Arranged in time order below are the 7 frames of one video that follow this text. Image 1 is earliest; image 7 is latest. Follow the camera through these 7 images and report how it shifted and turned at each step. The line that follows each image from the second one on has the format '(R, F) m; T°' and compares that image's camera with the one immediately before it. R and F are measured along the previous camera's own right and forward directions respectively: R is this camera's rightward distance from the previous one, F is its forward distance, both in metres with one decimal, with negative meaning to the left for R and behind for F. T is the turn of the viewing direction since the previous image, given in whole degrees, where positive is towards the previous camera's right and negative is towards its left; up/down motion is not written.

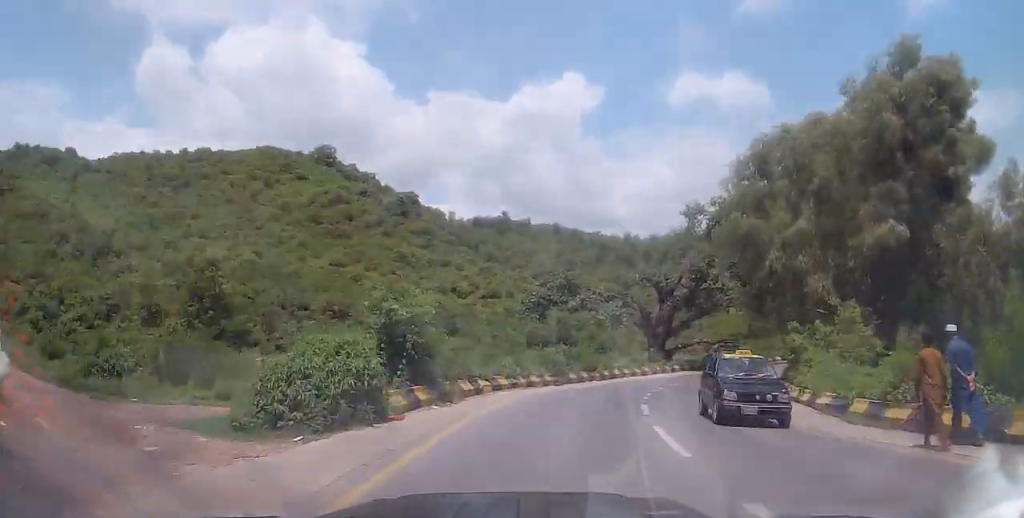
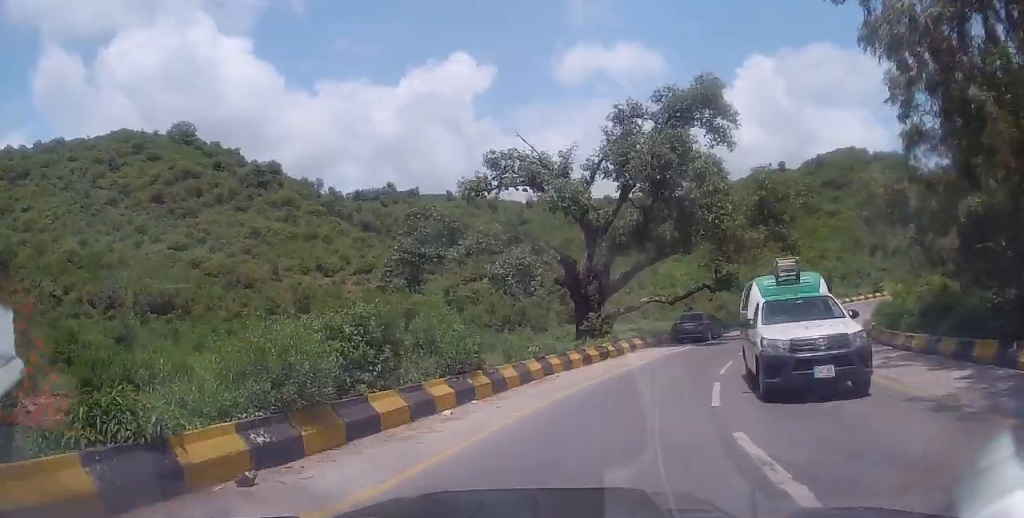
(+0.4, +22.3) m; +7°
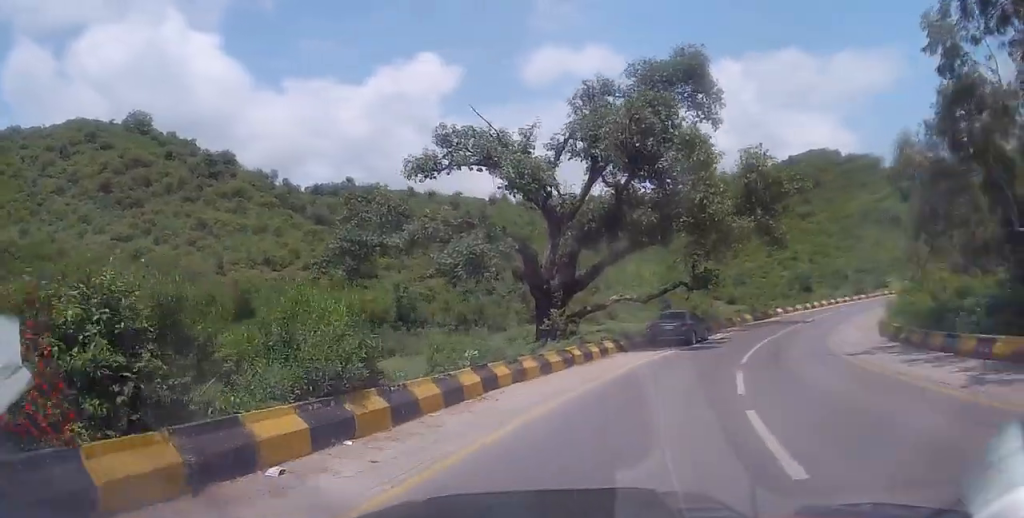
(+0.2, +5.3) m; +4°
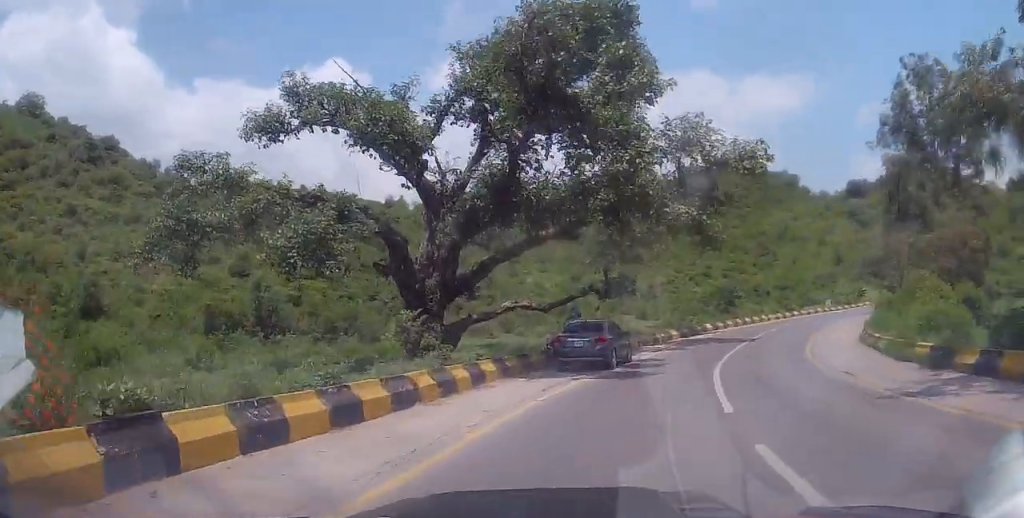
(+0.3, +8.3) m; +7°
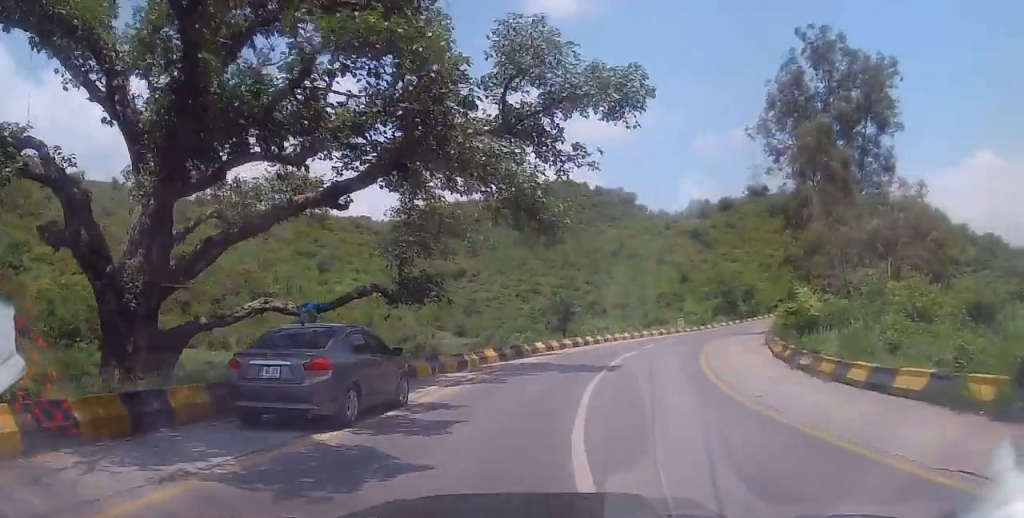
(+1.1, +10.1) m; +13°
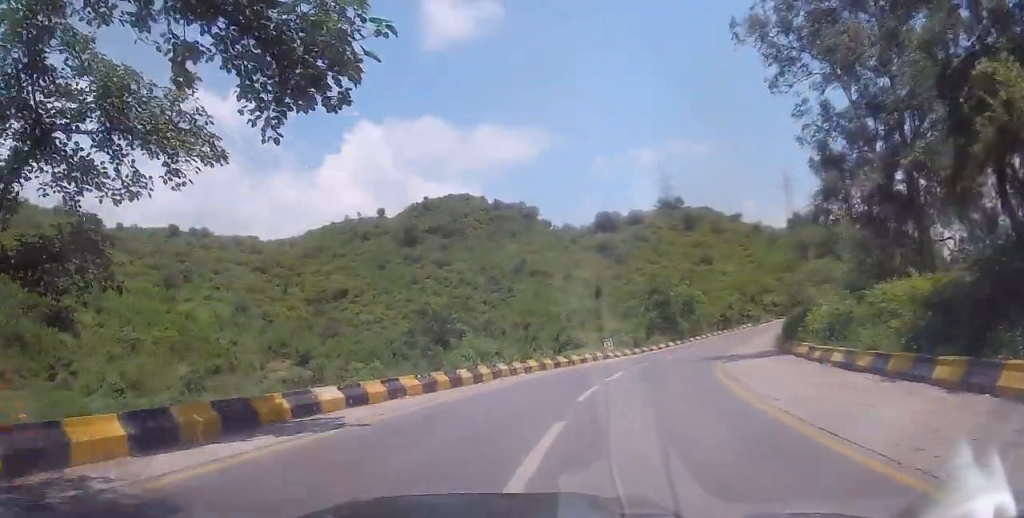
(+2.2, +17.3) m; +10°
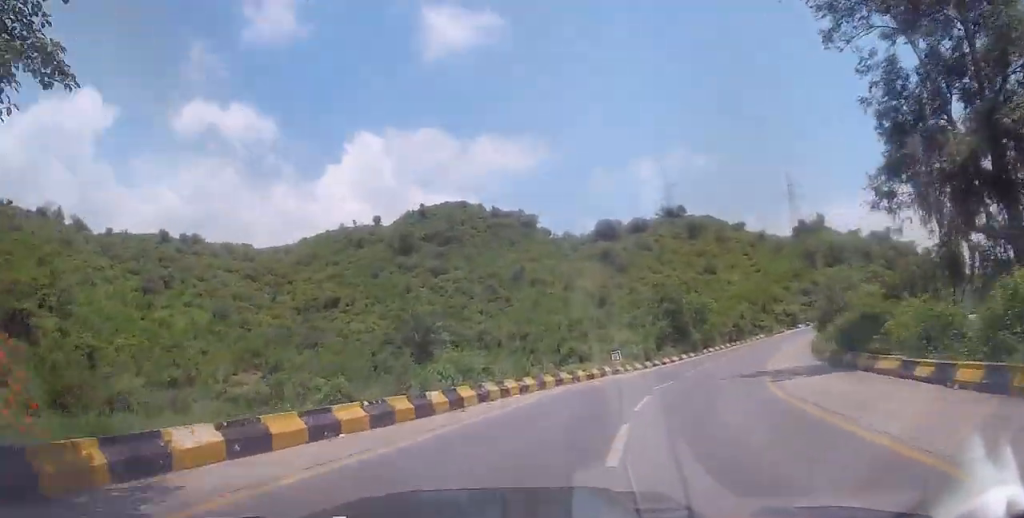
(+0.1, +5.1) m; +1°
